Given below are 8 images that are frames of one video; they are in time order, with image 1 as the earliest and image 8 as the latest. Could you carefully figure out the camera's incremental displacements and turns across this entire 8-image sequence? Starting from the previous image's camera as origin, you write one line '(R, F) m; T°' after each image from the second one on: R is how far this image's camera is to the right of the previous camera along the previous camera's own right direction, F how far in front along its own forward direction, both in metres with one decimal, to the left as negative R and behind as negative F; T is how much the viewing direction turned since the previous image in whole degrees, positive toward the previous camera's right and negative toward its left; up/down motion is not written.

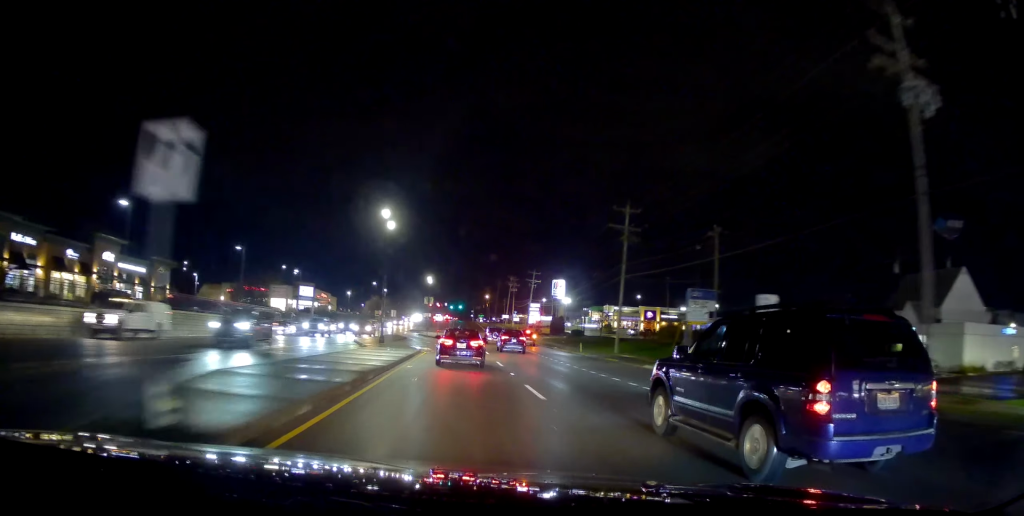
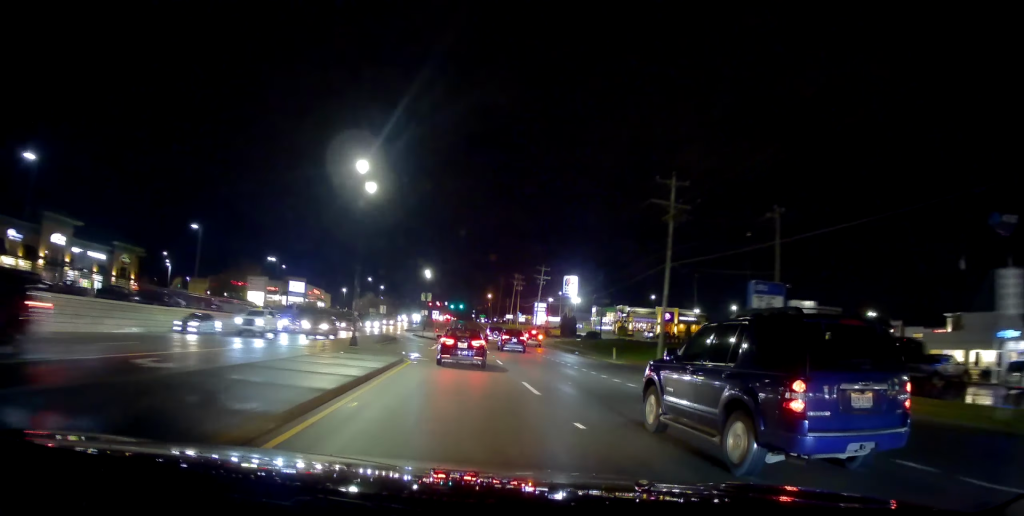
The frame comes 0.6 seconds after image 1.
(+0.2, +11.0) m; 0°
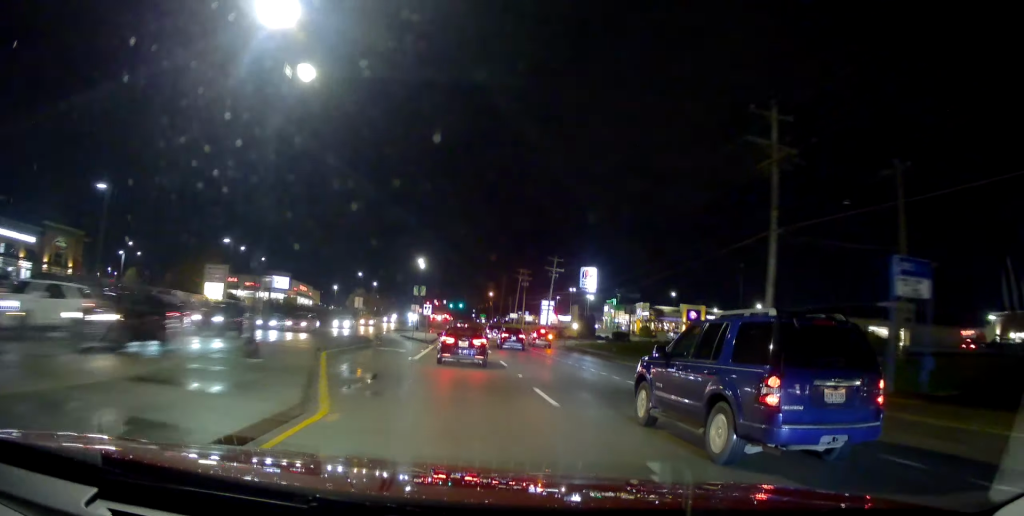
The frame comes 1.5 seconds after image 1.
(0.0, +14.6) m; -1°
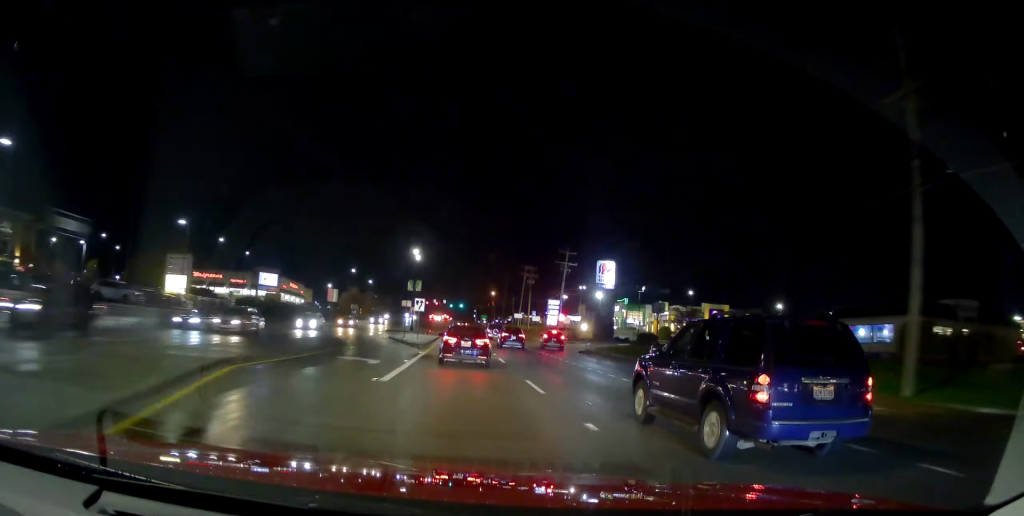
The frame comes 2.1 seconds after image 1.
(-0.3, +10.4) m; 0°
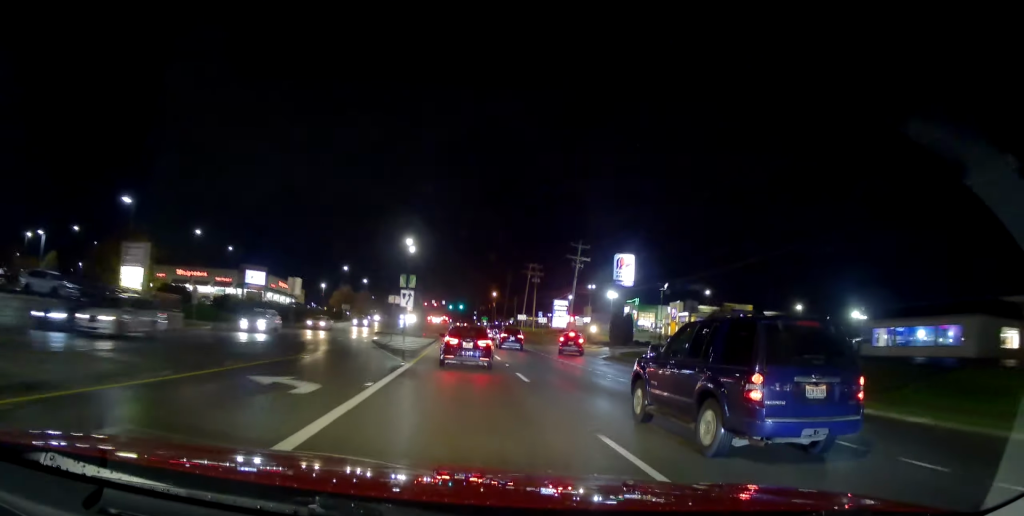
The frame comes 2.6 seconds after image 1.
(-0.1, +8.7) m; 0°
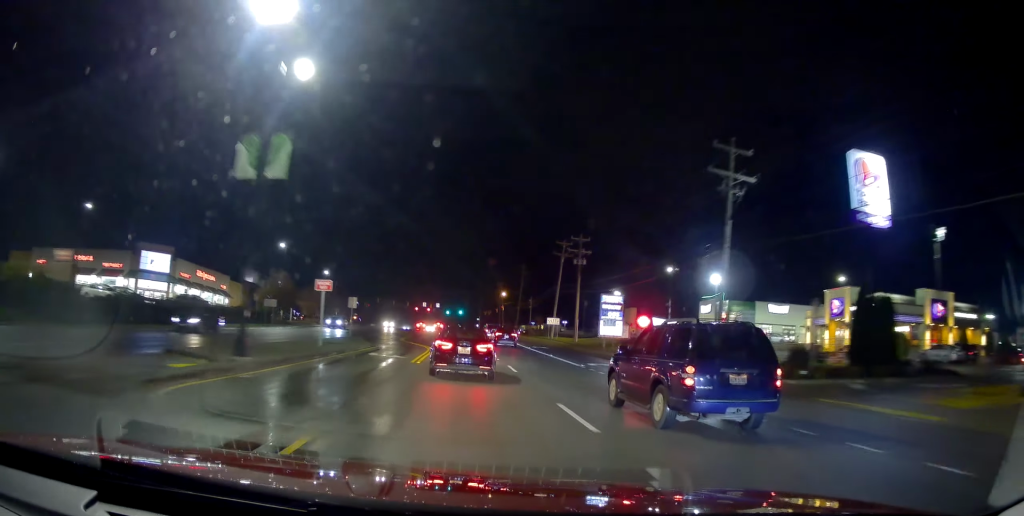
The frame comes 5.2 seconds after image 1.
(+1.1, +44.8) m; +2°
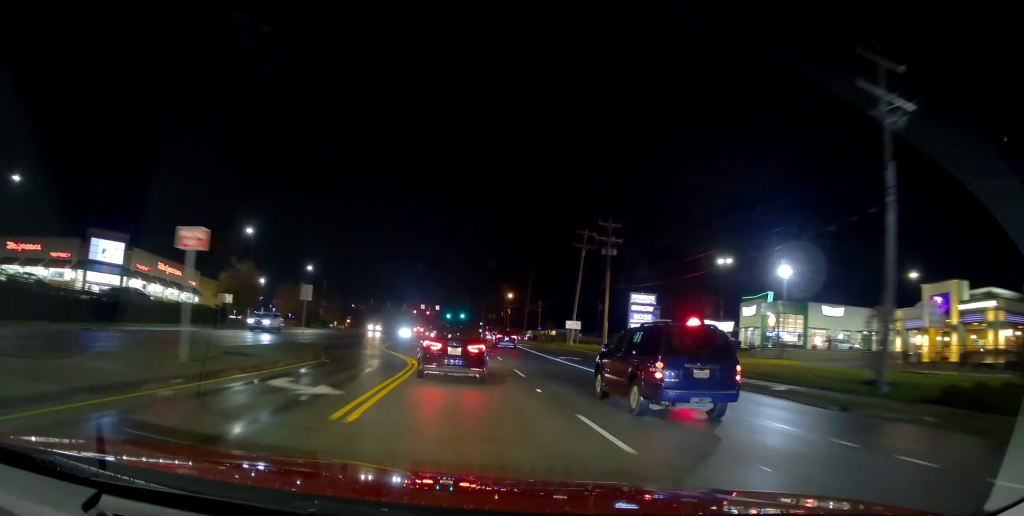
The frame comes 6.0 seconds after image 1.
(0.0, +14.7) m; -1°
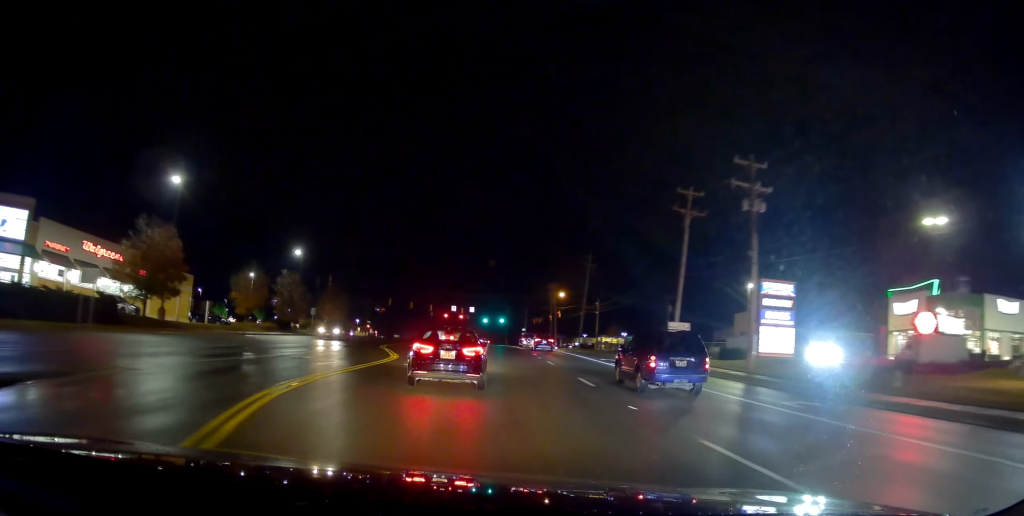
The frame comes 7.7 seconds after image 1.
(-0.6, +28.2) m; -2°
